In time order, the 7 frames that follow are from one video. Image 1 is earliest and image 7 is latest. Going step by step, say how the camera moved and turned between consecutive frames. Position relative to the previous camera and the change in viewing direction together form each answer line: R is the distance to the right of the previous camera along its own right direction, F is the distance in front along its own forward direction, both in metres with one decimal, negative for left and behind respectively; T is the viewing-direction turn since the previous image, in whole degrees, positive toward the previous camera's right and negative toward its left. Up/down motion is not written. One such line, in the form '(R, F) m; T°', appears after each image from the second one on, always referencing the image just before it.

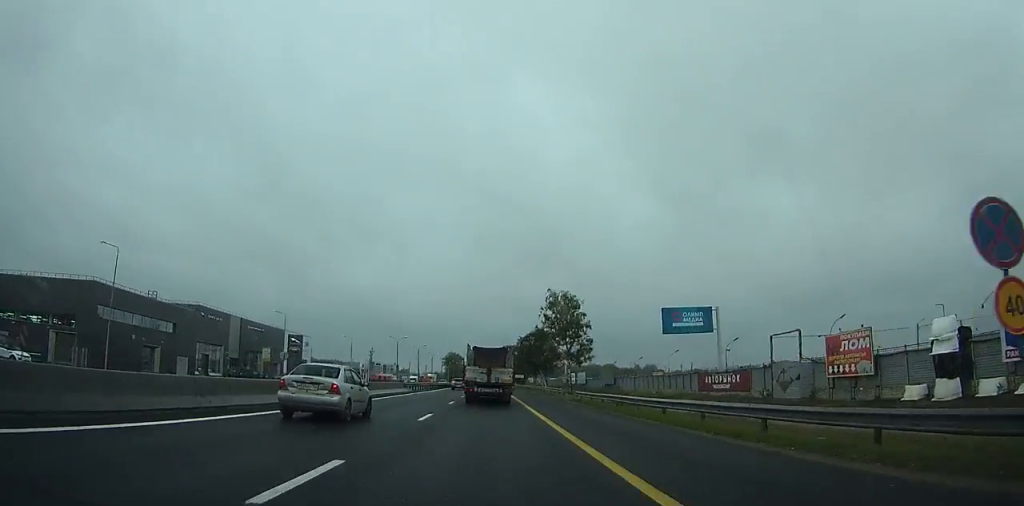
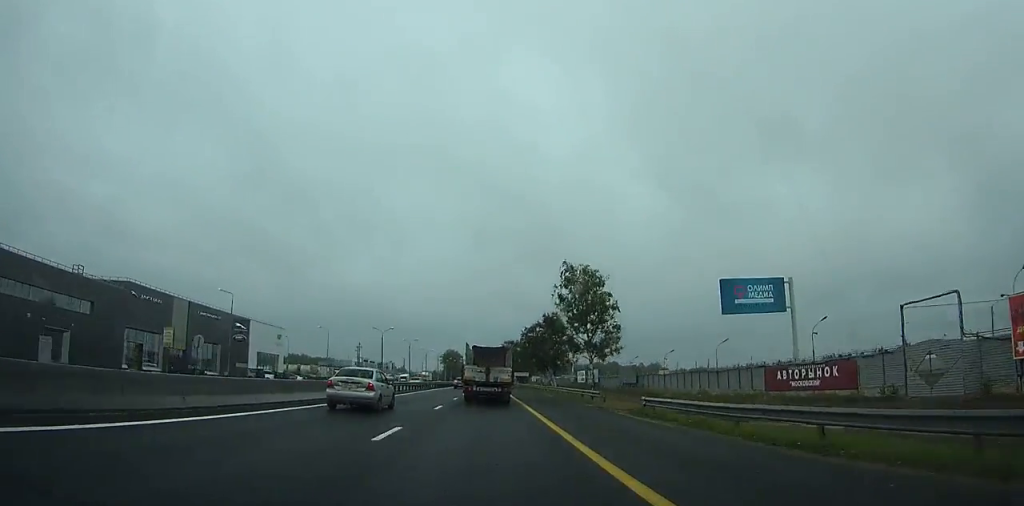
(-0.1, +19.1) m; 0°
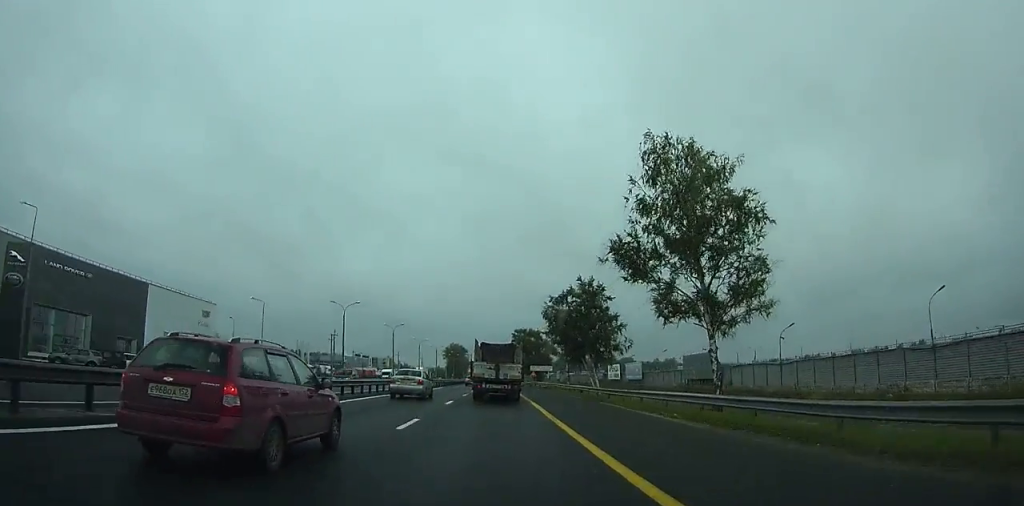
(+0.1, +37.2) m; +1°
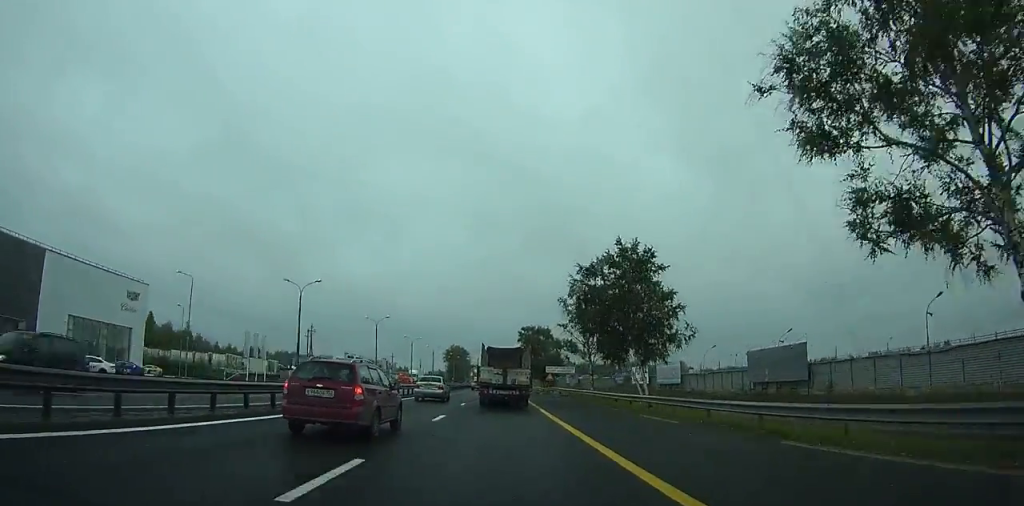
(+0.2, +21.5) m; -1°
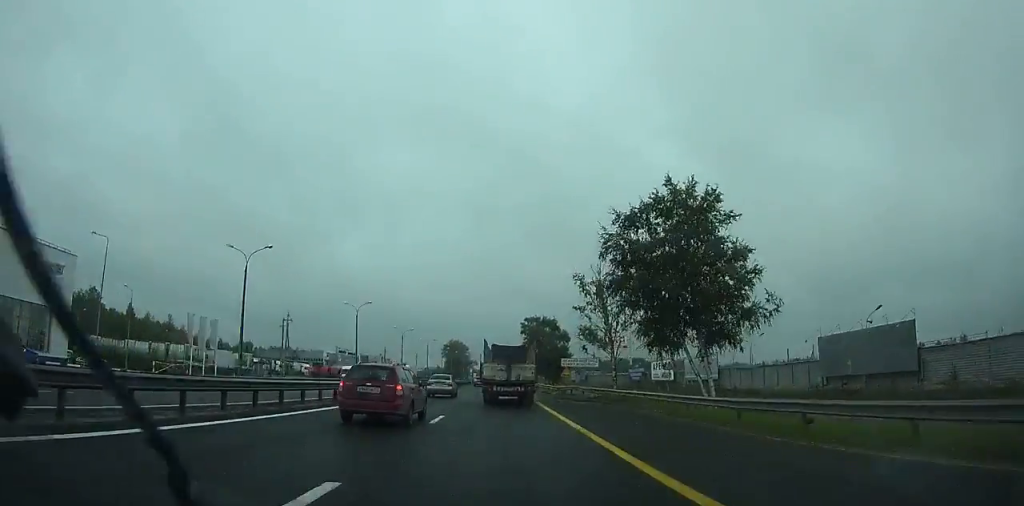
(+0.3, +15.1) m; 0°
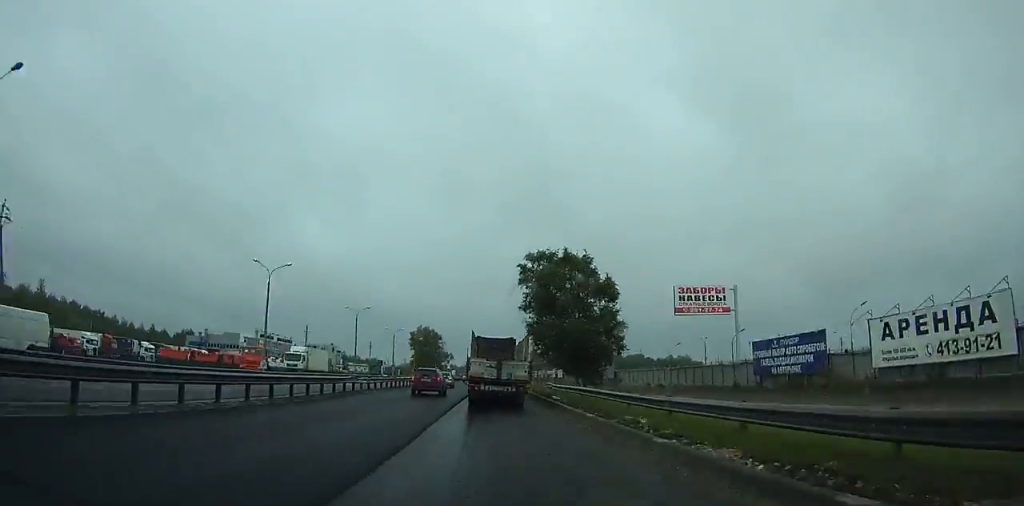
(-0.7, +68.0) m; +1°
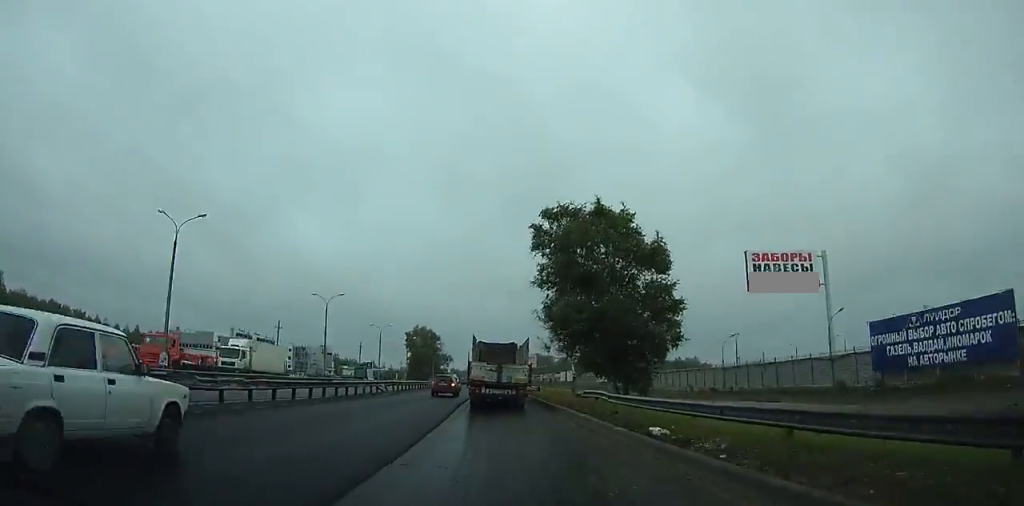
(+0.1, +20.3) m; 0°
